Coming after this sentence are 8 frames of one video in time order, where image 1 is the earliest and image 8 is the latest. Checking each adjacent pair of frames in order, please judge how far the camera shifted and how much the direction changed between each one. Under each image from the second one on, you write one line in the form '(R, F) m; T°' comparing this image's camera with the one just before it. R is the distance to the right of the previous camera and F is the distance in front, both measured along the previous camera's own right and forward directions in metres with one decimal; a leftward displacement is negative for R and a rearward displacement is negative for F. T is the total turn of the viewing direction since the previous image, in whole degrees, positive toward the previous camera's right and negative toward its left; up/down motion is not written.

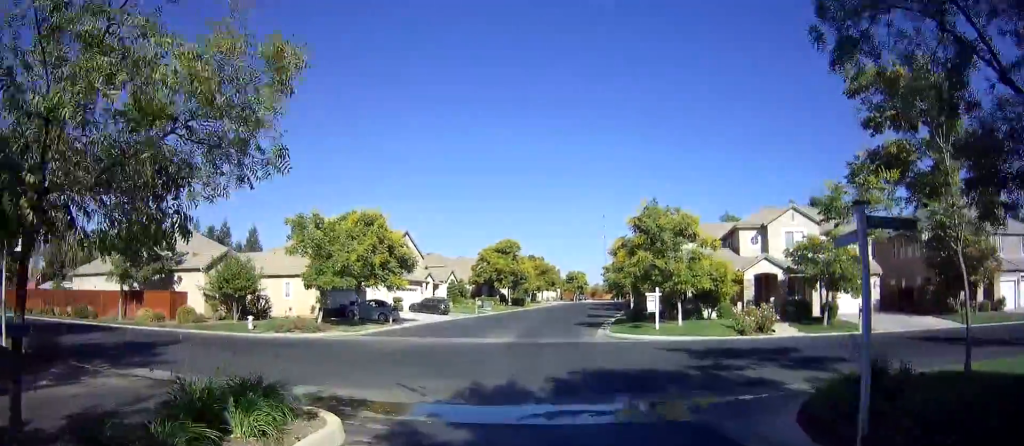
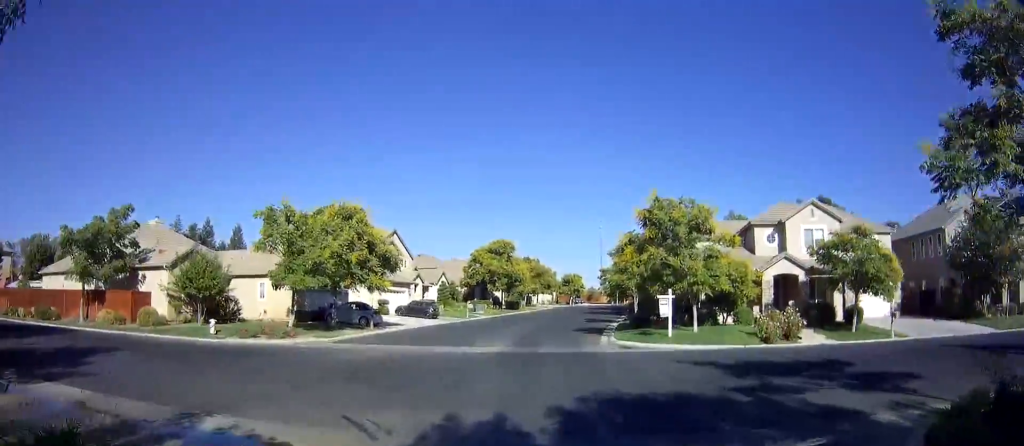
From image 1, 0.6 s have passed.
(+0.1, +3.1) m; +1°
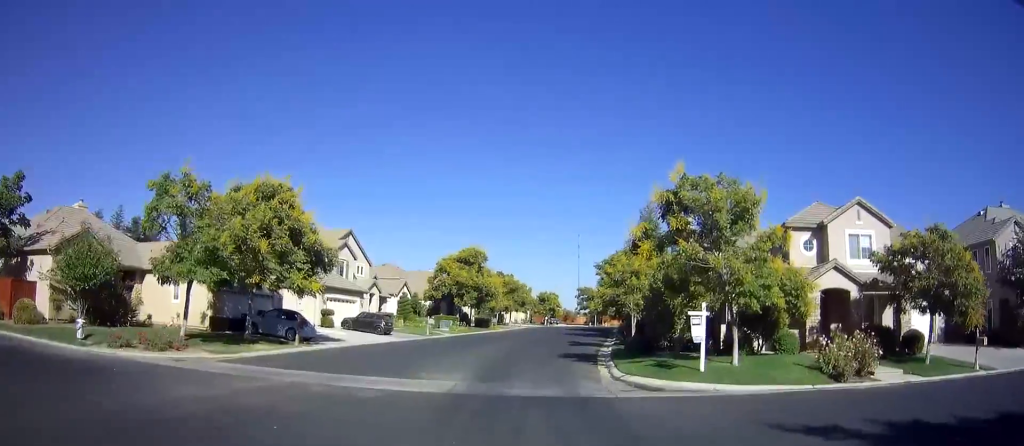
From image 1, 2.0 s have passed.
(+0.1, +6.7) m; +8°
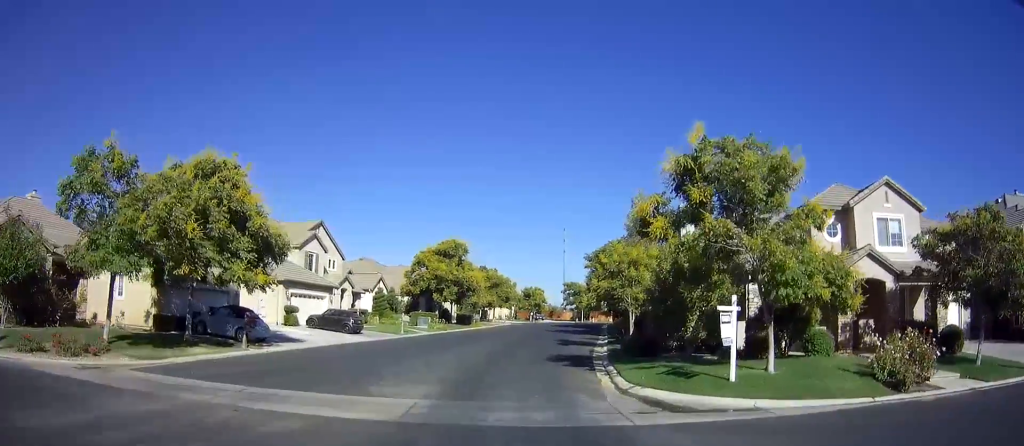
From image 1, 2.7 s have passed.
(+0.3, +3.1) m; +2°
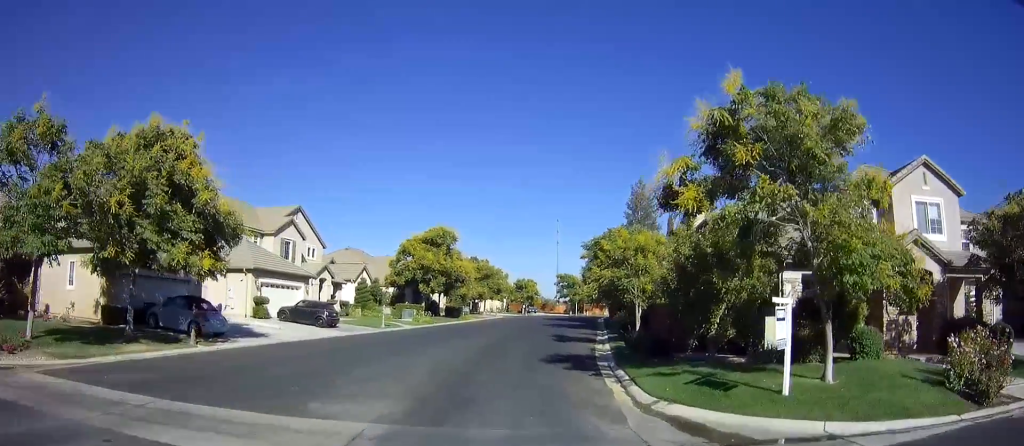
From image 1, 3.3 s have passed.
(+0.2, +2.6) m; 0°
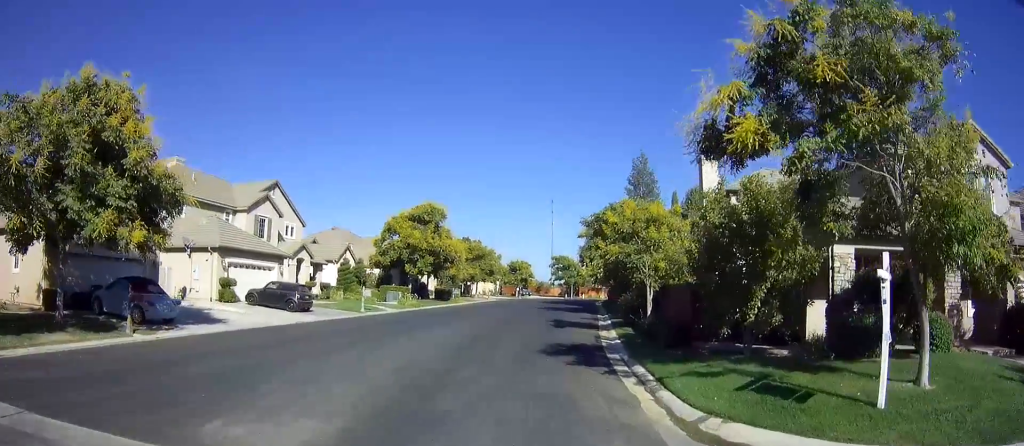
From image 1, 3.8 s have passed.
(-0.3, +2.3) m; -3°
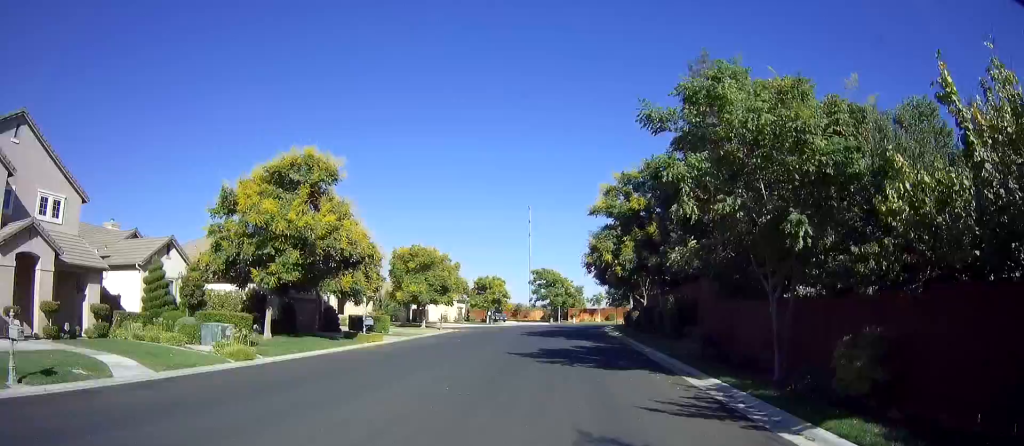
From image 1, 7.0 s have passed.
(+0.2, +17.1) m; +4°
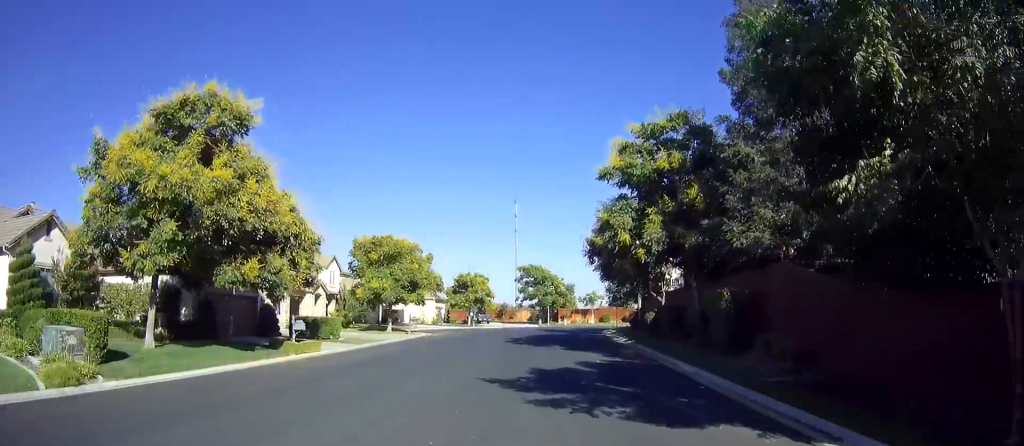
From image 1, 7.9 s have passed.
(+0.2, +6.9) m; +2°
